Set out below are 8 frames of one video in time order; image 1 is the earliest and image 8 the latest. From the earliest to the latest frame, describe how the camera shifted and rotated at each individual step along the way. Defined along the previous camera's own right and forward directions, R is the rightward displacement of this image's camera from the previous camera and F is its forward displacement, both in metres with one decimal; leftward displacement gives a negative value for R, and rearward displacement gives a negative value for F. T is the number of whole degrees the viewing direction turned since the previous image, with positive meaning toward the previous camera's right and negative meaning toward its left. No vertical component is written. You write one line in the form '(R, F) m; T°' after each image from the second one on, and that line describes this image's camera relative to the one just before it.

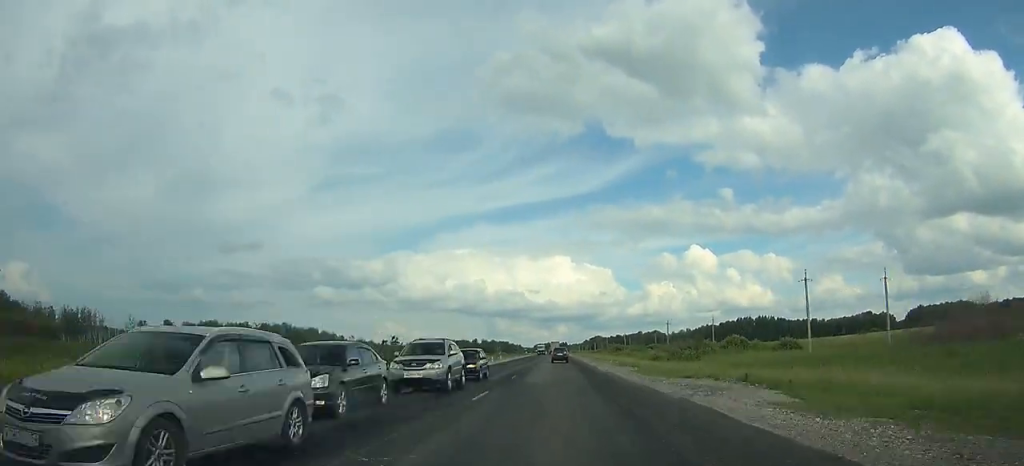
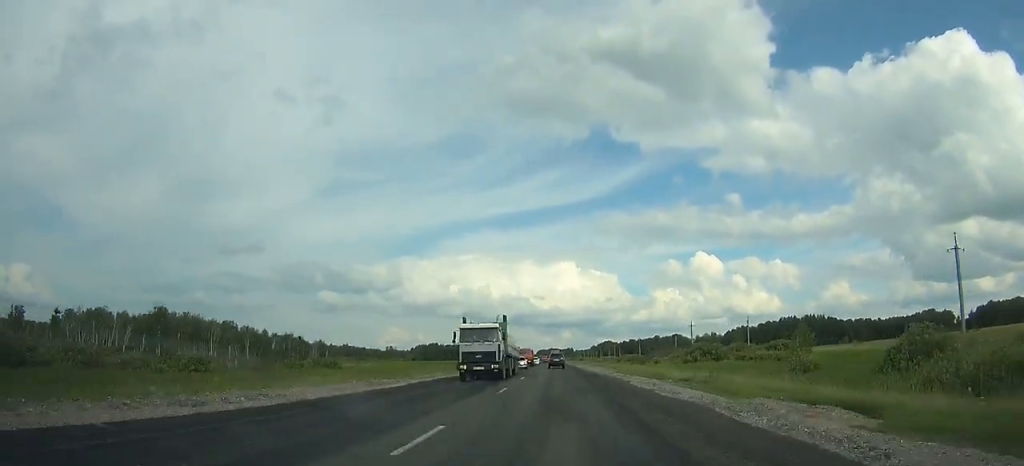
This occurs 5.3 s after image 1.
(-0.4, +106.9) m; -1°
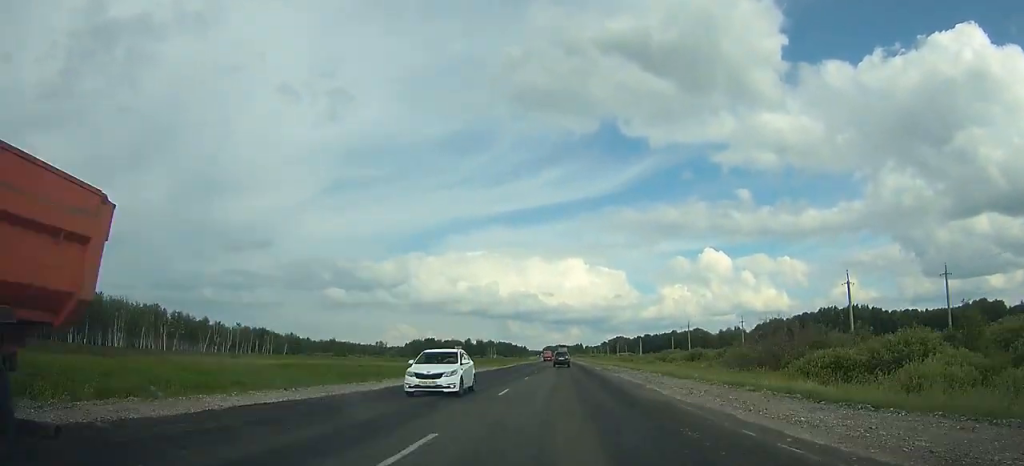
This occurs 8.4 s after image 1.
(-0.3, +65.4) m; 0°
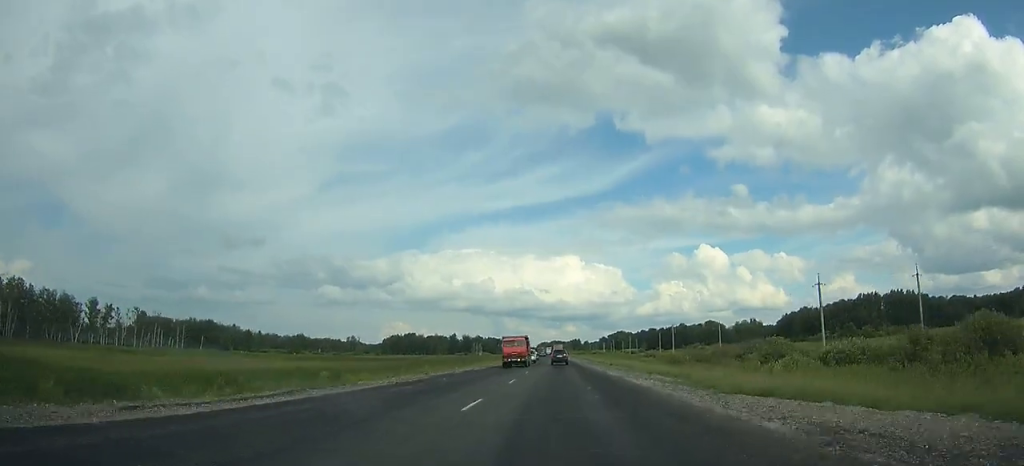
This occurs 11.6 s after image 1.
(+0.1, +66.6) m; 0°
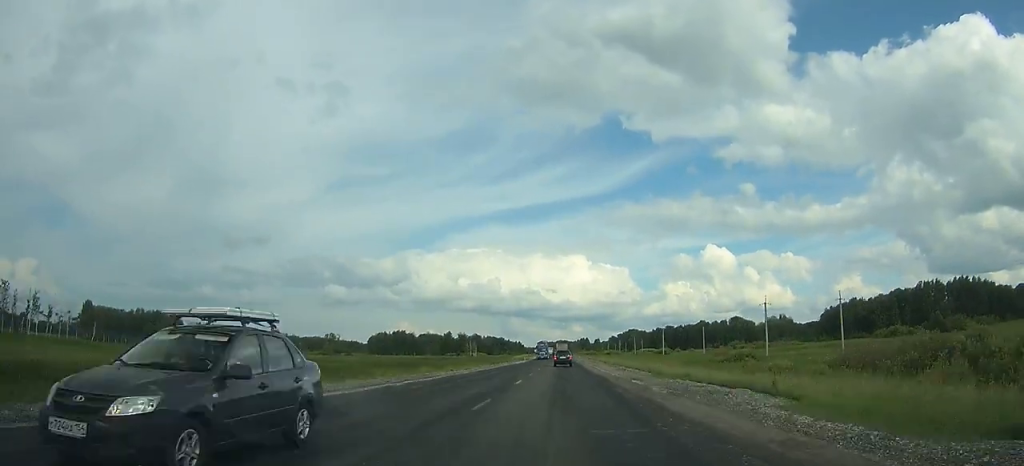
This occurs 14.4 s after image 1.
(-0.1, +56.1) m; 0°
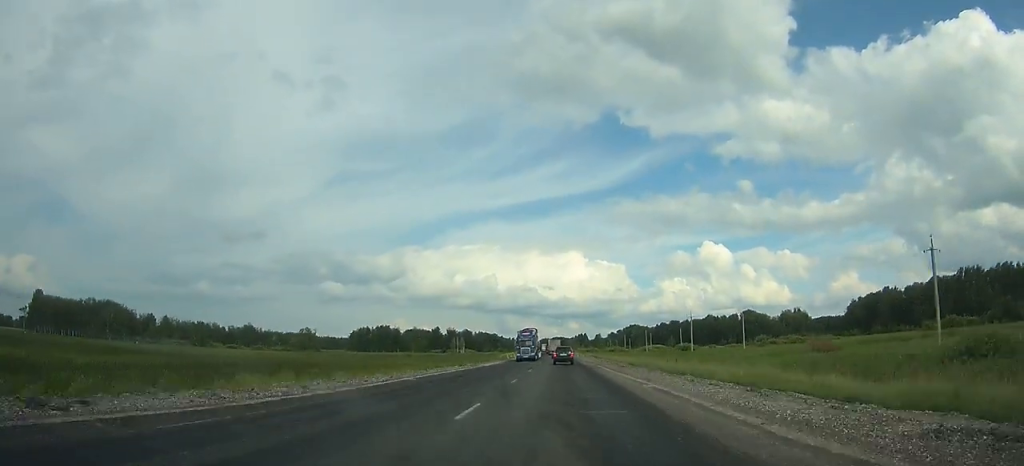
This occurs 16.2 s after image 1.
(0.0, +34.7) m; 0°
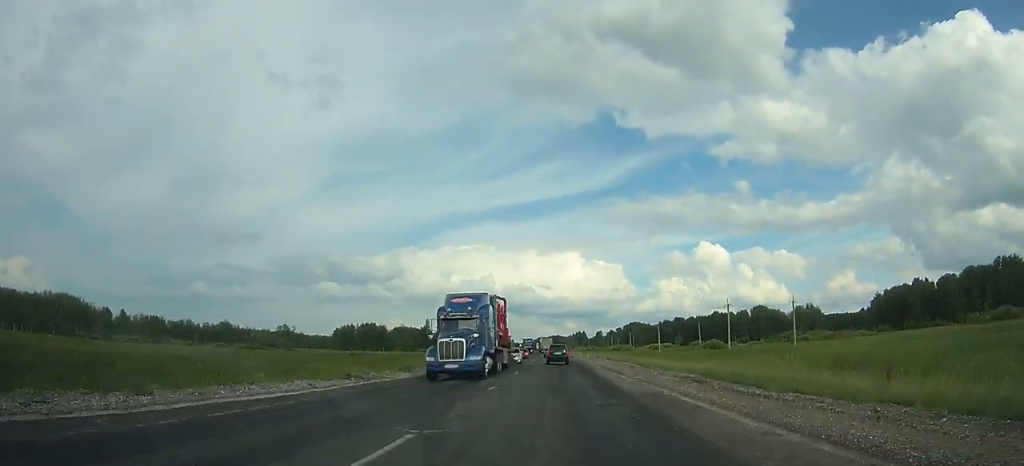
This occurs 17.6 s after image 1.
(+0.1, +26.6) m; 0°
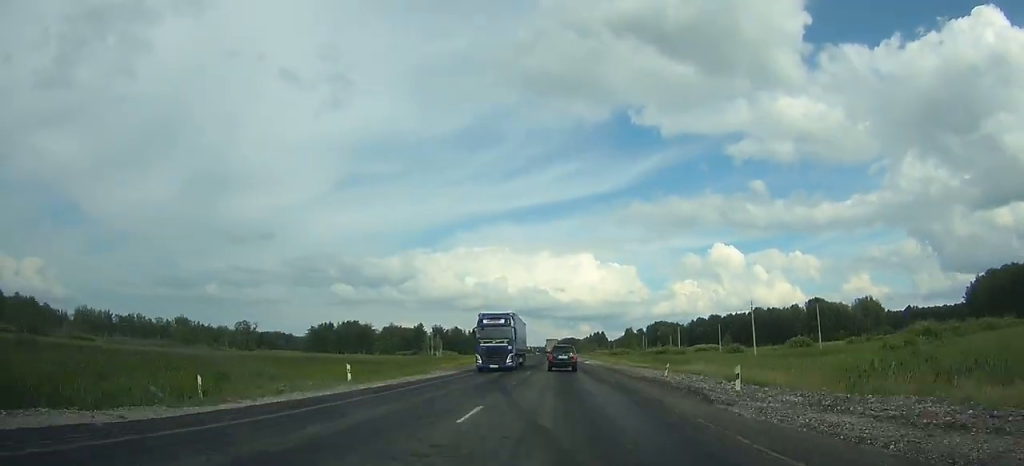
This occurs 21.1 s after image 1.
(-0.4, +66.3) m; -1°
